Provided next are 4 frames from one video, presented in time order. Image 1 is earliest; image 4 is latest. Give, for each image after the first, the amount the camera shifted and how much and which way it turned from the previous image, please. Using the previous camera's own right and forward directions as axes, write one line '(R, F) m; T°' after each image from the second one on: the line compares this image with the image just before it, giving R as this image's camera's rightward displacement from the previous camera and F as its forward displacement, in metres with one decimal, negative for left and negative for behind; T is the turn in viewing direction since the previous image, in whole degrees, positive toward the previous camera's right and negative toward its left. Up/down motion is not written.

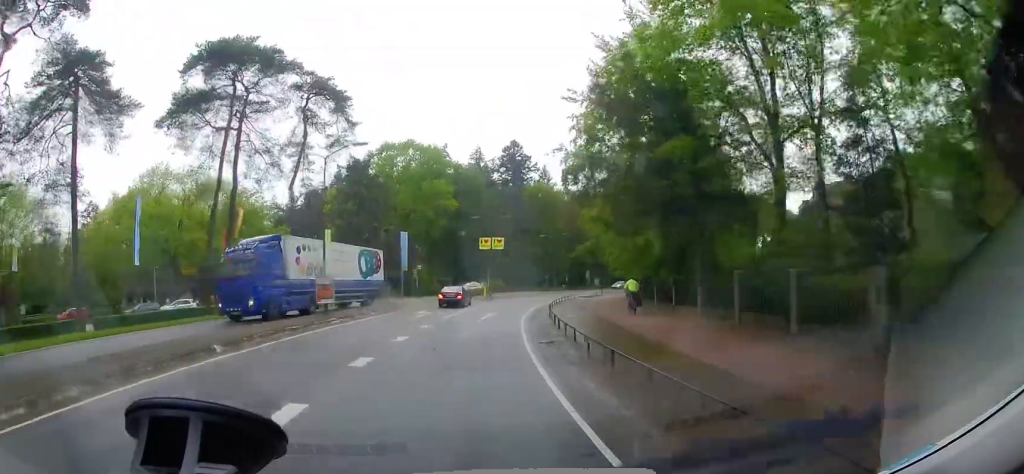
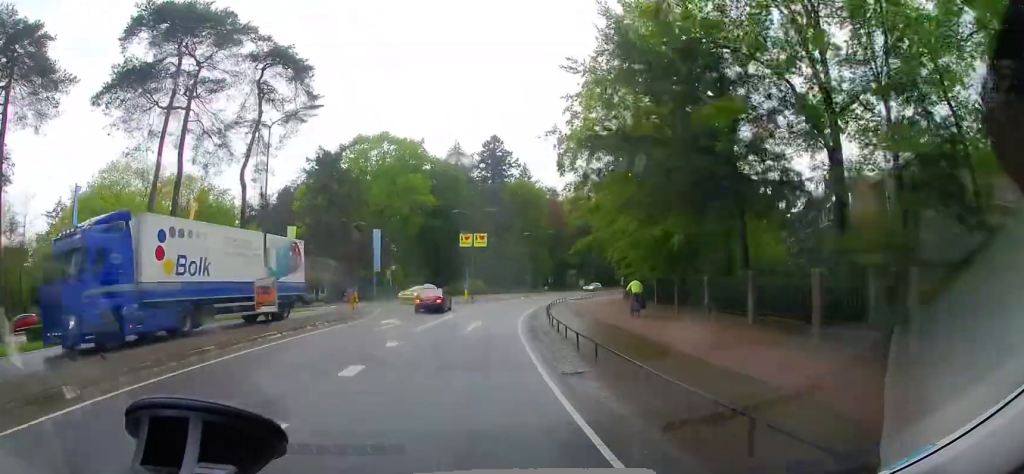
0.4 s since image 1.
(+0.5, +4.4) m; +3°
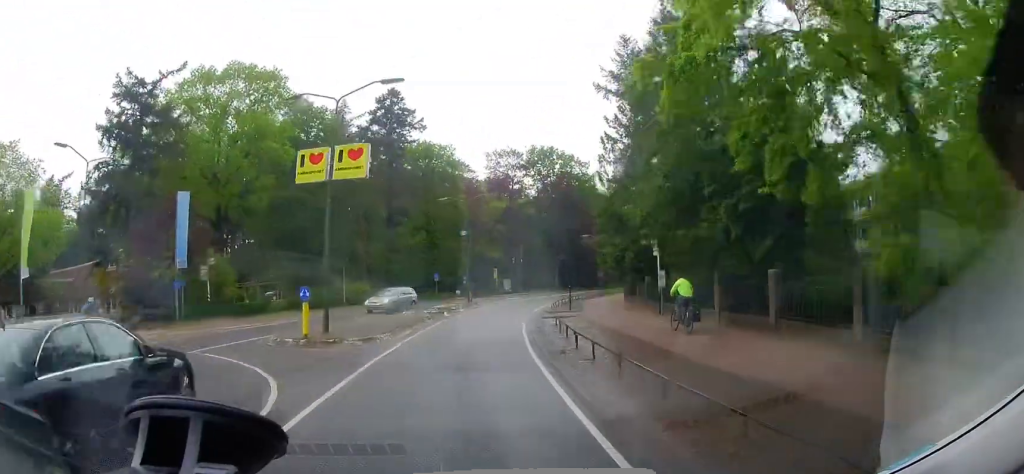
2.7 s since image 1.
(+2.3, +22.8) m; +7°
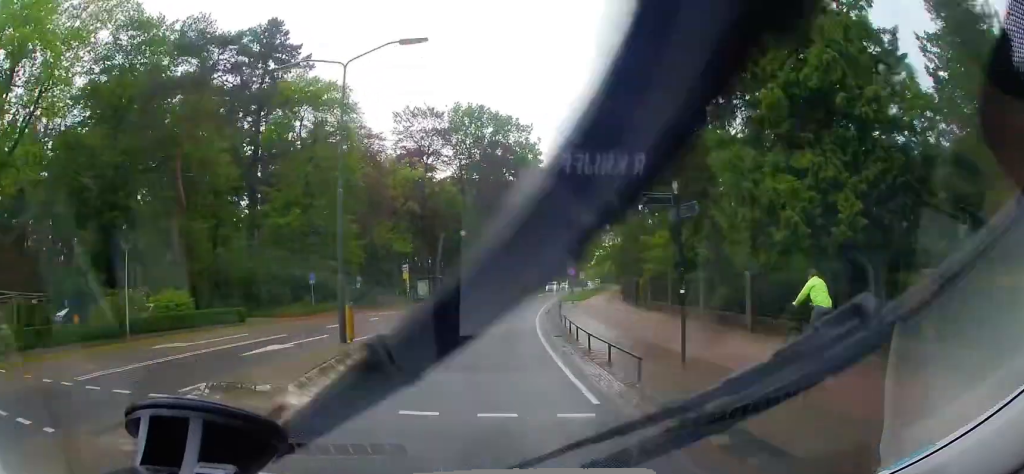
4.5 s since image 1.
(+1.2, +18.8) m; +14°
